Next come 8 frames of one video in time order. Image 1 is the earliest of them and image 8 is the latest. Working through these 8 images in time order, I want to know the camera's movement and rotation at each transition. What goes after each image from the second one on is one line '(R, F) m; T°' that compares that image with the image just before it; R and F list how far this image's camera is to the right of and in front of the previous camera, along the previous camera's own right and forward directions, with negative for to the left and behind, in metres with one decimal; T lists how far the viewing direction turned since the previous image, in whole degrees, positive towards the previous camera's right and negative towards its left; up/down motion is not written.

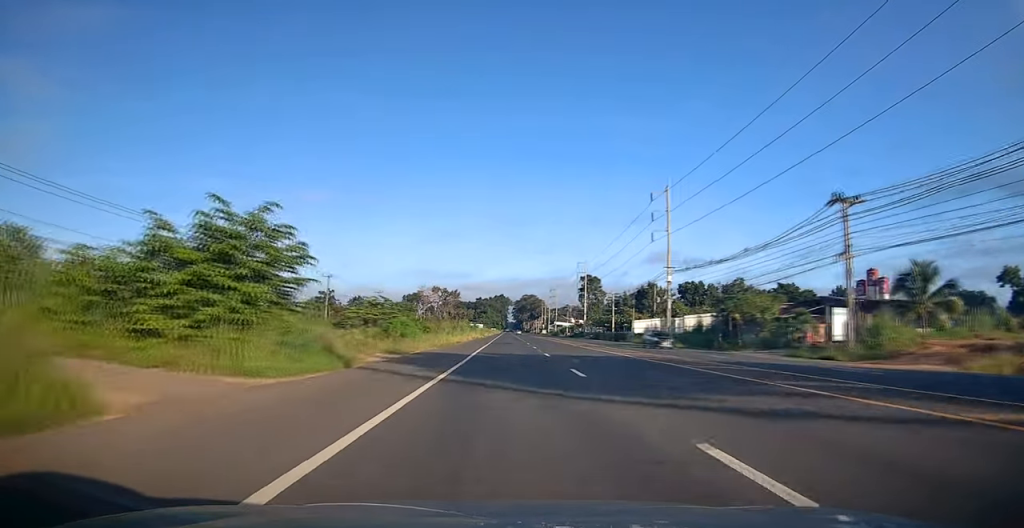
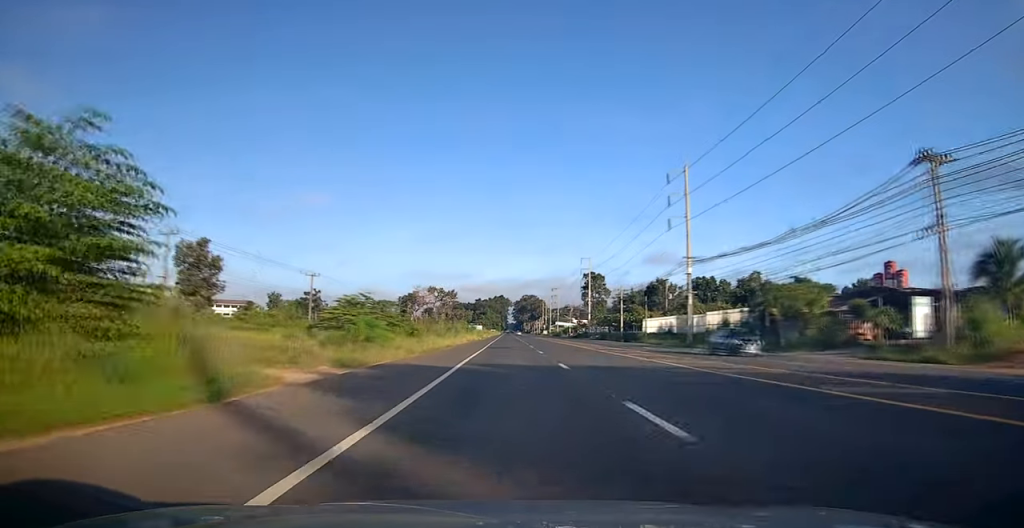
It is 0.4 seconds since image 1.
(+0.3, +8.2) m; +1°
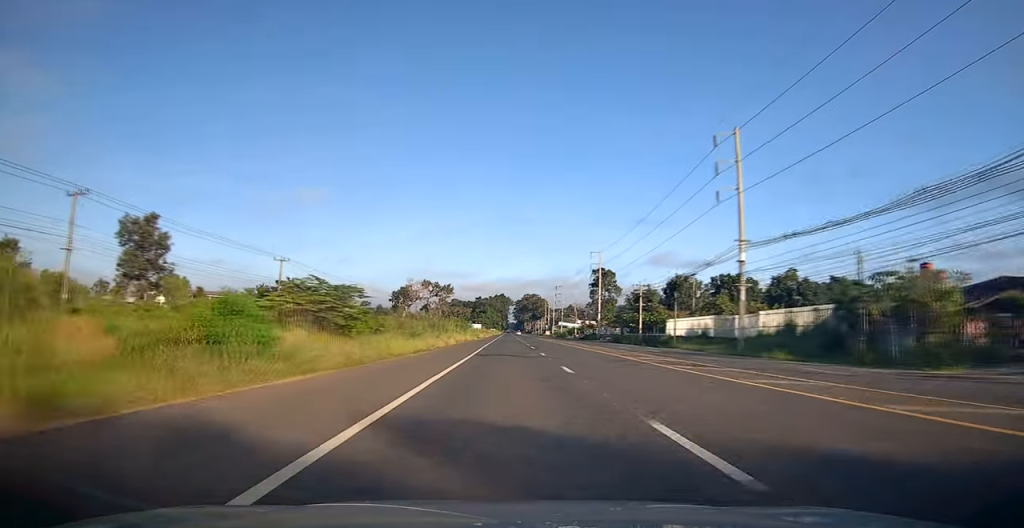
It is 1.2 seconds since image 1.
(+0.2, +13.9) m; 0°
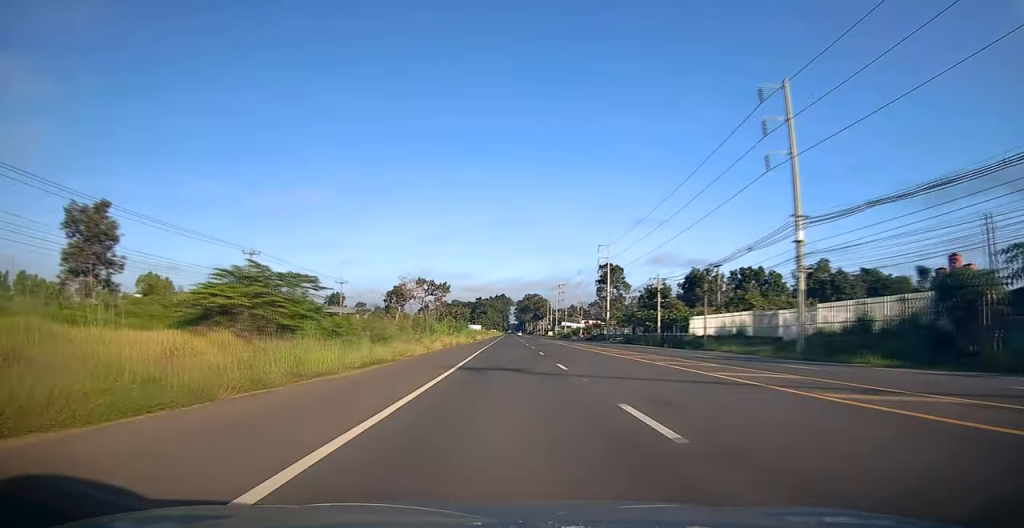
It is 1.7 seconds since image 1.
(+0.1, +10.2) m; -1°
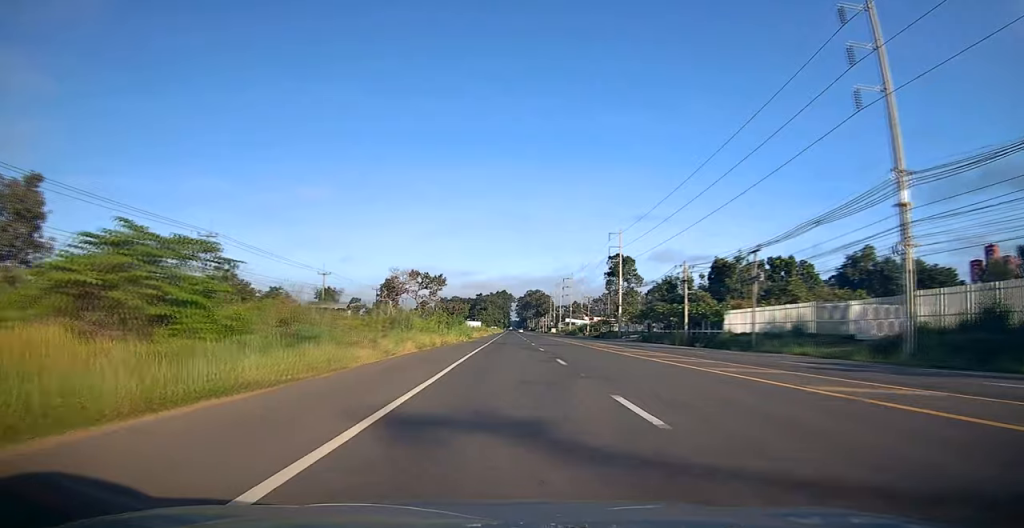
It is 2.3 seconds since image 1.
(-0.4, +11.4) m; 0°
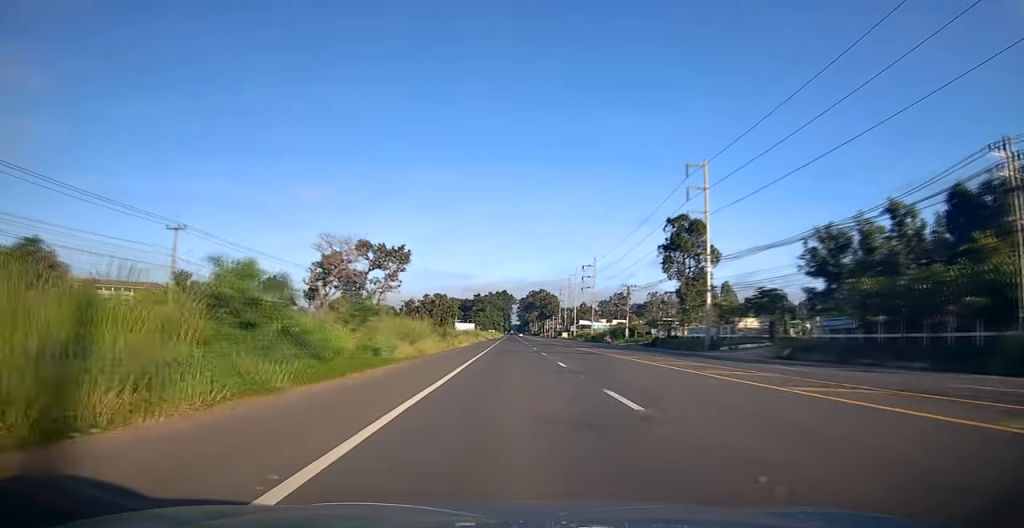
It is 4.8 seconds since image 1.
(-0.4, +46.5) m; 0°
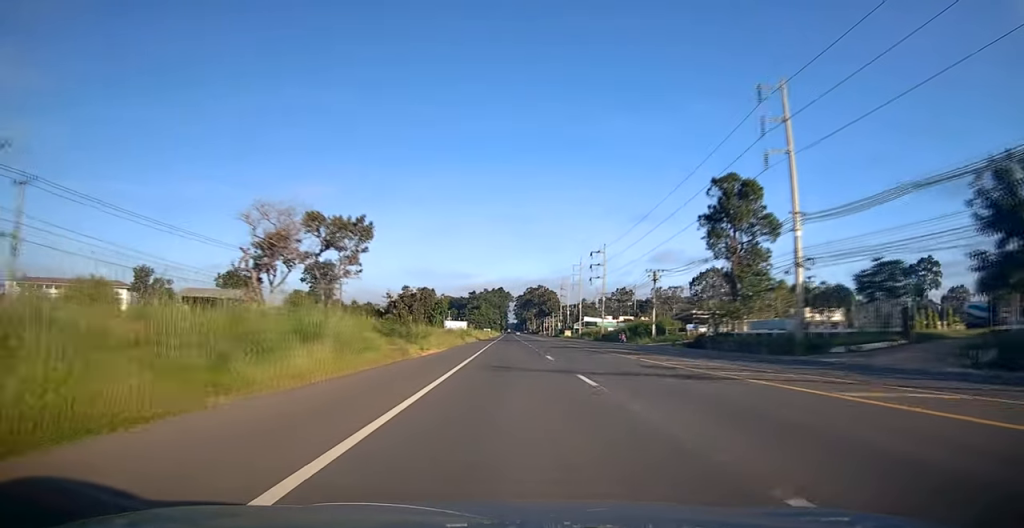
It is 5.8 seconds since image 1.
(+0.7, +20.0) m; +2°
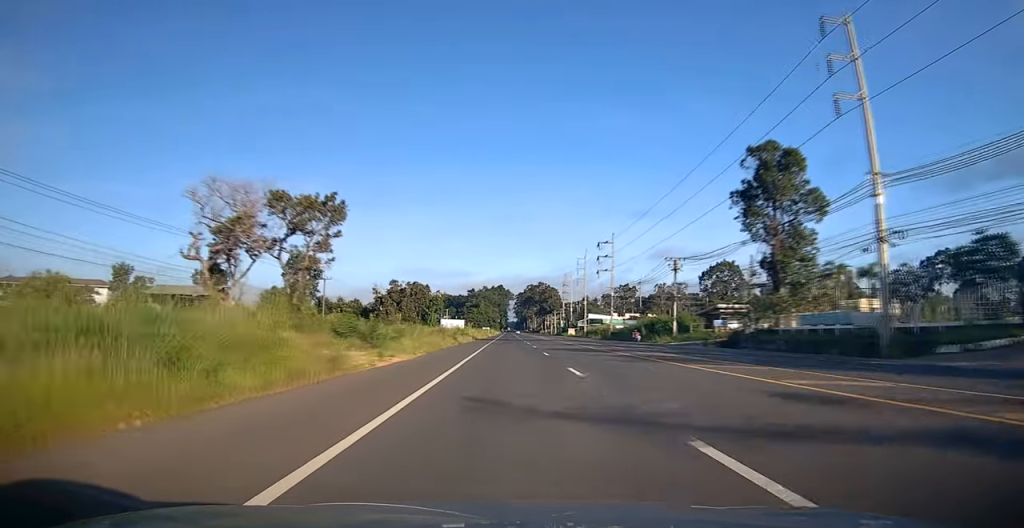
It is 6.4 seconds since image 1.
(+0.1, +10.0) m; 0°
